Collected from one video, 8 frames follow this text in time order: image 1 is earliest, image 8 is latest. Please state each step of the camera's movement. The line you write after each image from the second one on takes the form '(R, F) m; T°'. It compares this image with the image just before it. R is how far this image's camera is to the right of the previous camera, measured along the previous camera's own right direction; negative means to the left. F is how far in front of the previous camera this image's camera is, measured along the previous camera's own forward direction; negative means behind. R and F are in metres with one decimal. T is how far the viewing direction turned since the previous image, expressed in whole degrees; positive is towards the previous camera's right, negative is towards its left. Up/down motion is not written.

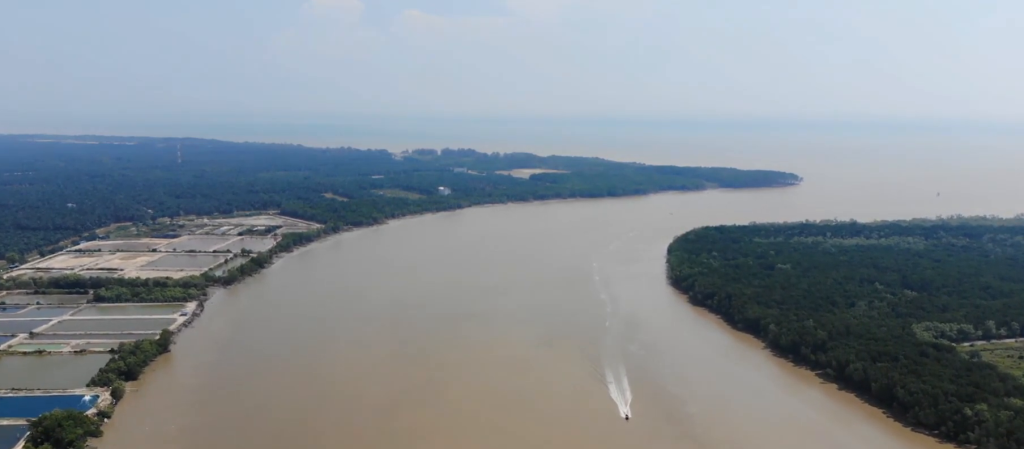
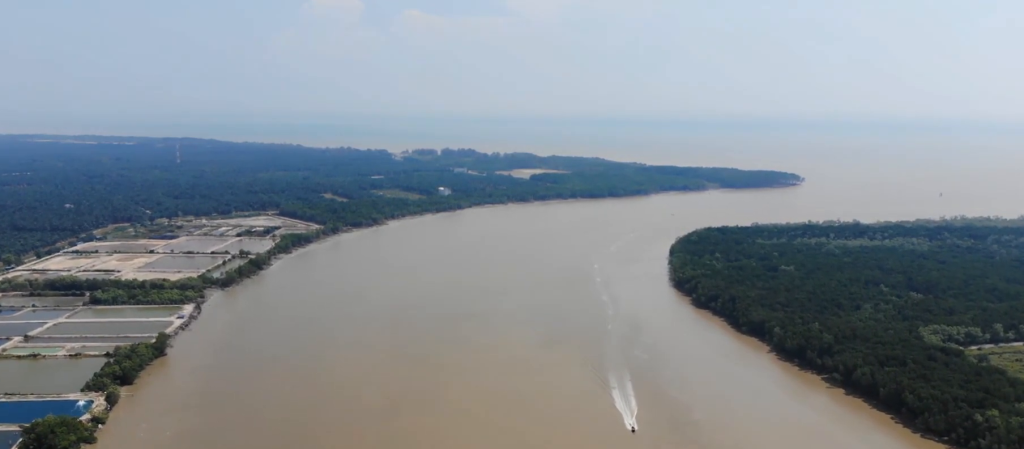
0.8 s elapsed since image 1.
(0.0, +8.2) m; 0°
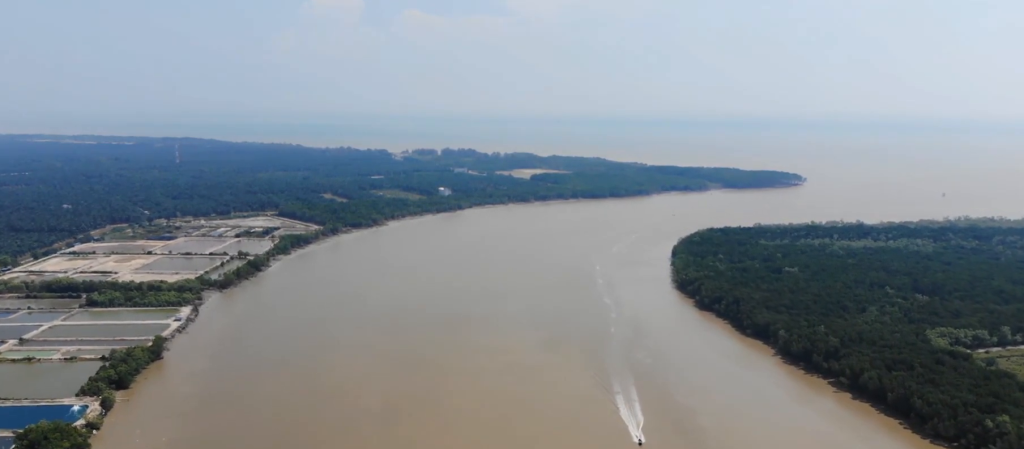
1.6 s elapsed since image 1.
(0.0, +7.8) m; 0°
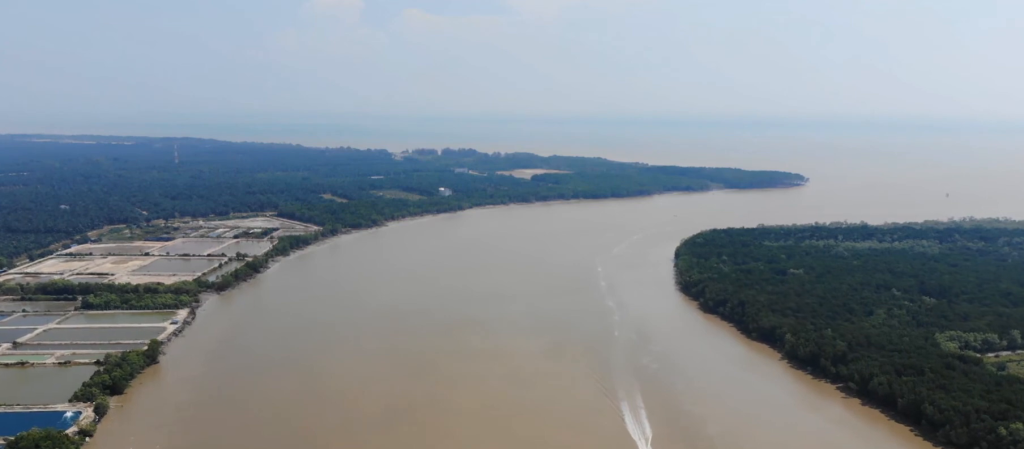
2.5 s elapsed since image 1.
(0.0, +9.8) m; -1°
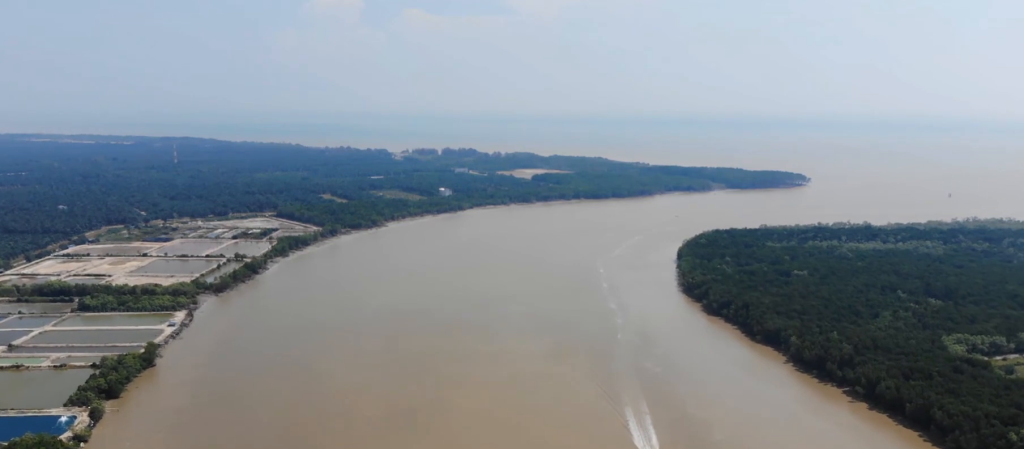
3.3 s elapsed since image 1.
(0.0, +7.5) m; 0°
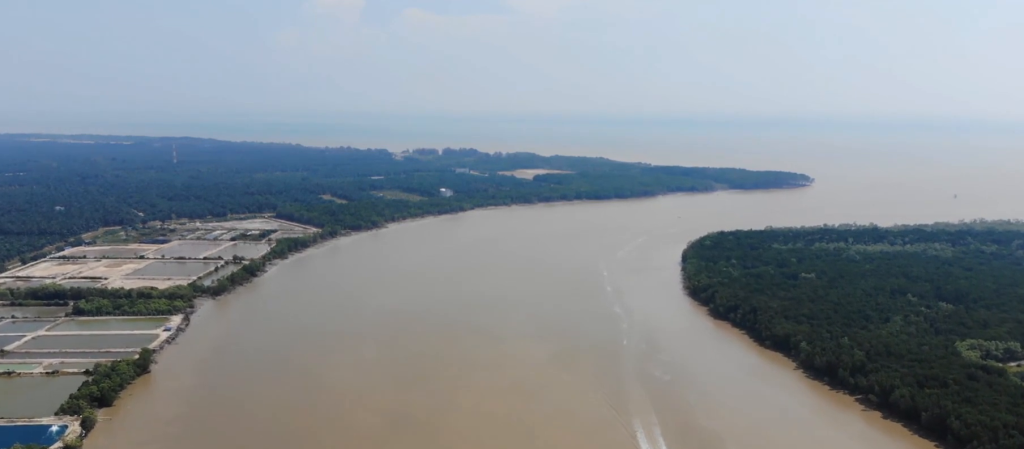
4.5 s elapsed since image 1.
(0.0, +13.0) m; 0°
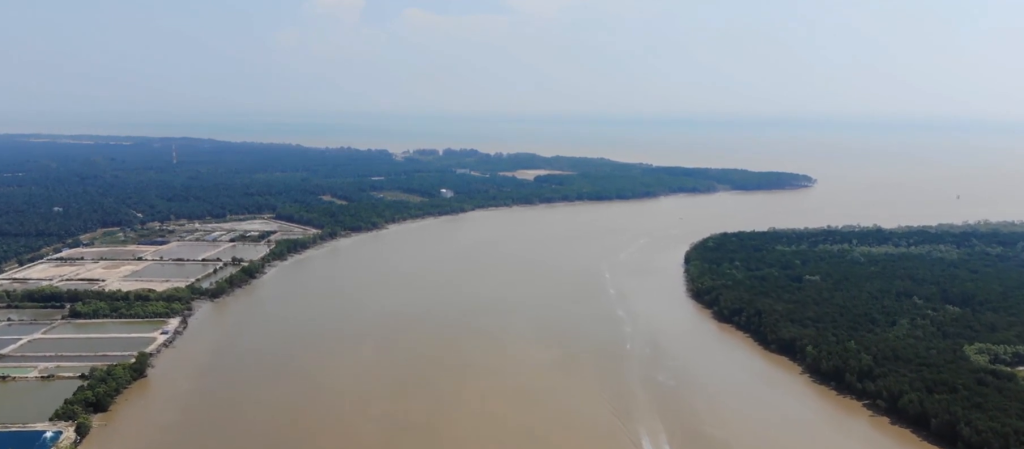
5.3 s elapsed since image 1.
(0.0, +7.6) m; +1°
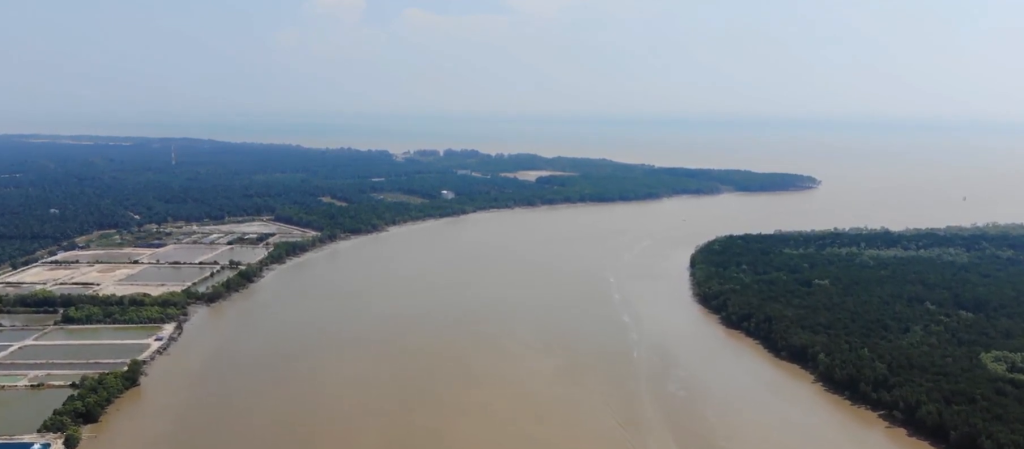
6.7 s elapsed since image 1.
(+0.2, +15.1) m; +1°
